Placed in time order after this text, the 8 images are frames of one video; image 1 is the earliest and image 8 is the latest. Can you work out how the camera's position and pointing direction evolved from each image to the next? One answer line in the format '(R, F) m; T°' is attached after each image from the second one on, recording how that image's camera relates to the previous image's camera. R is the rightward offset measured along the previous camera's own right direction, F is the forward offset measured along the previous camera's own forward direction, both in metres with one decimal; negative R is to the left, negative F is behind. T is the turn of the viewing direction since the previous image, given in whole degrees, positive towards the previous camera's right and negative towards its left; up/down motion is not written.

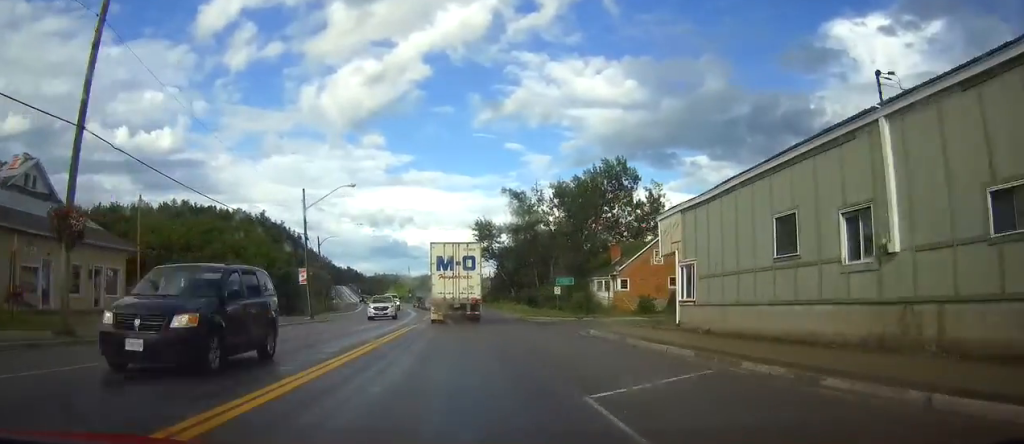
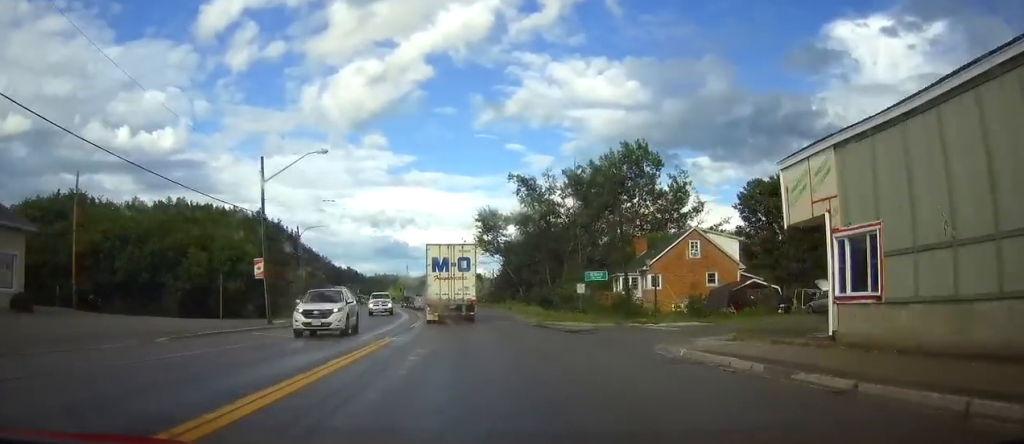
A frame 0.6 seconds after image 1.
(0.0, +10.8) m; 0°
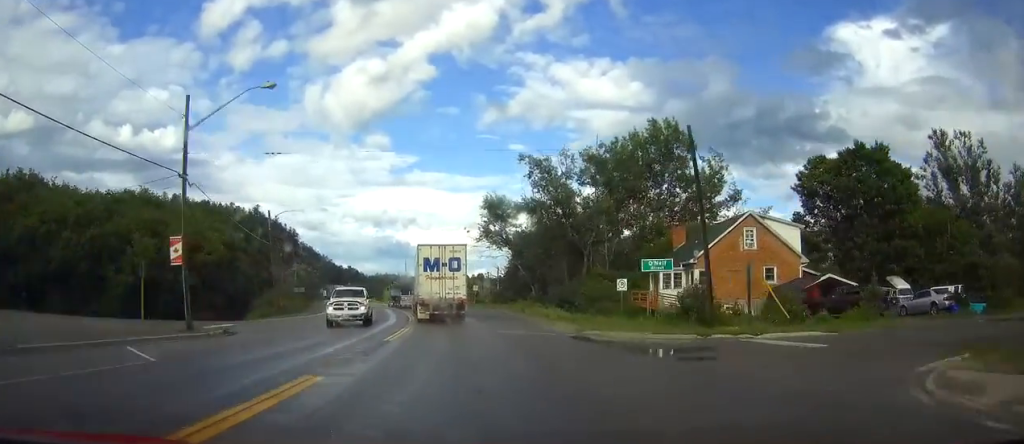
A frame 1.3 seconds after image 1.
(0.0, +11.5) m; 0°
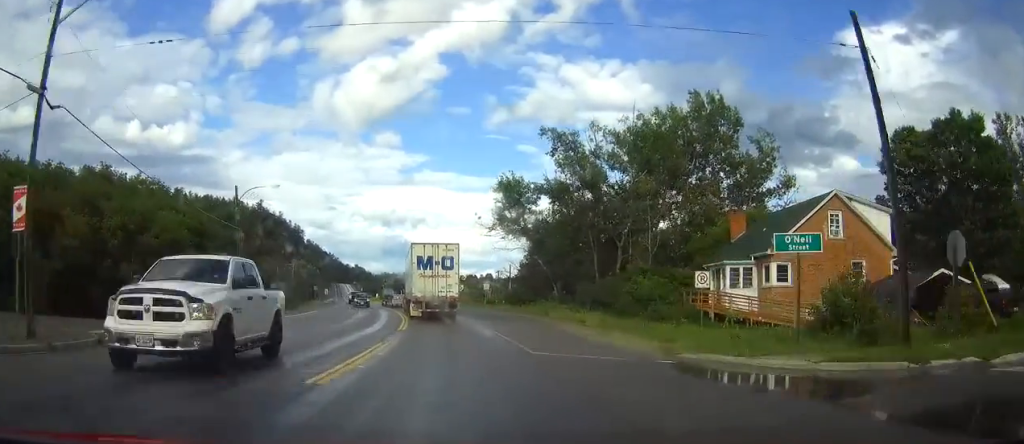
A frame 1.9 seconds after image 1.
(0.0, +11.1) m; 0°
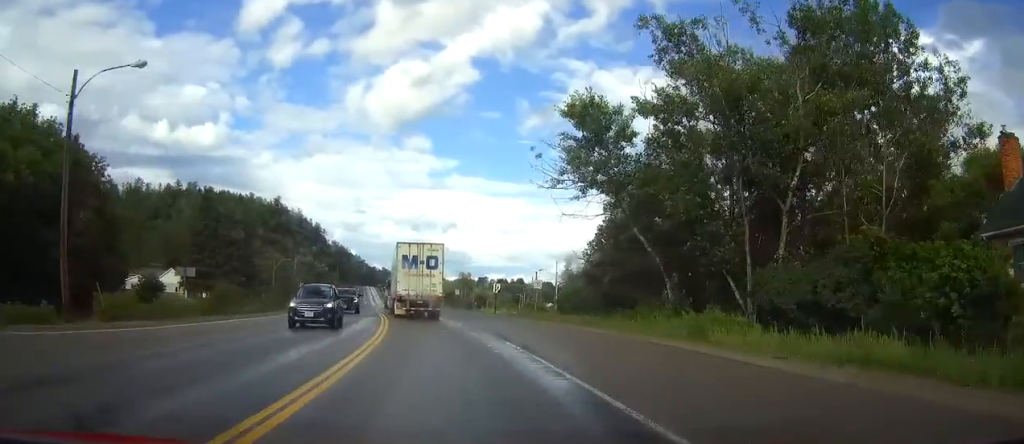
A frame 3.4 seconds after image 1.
(0.0, +25.5) m; 0°
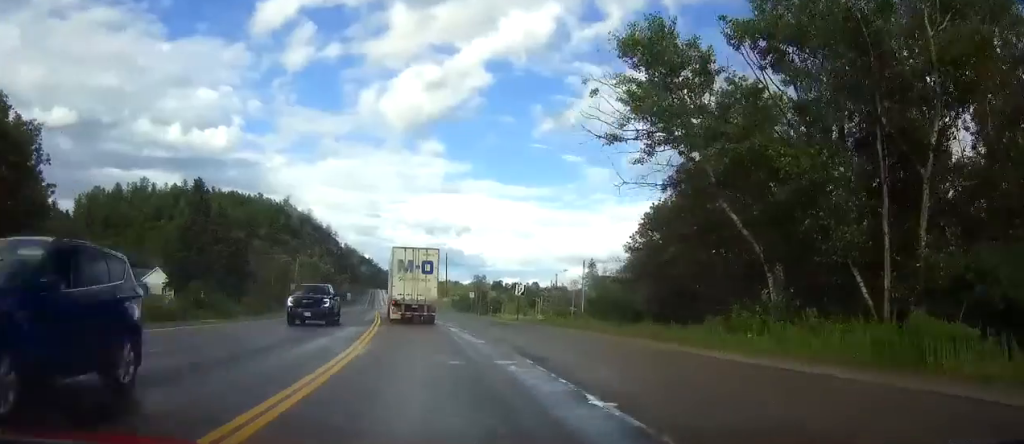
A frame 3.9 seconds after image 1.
(0.0, +10.4) m; 0°
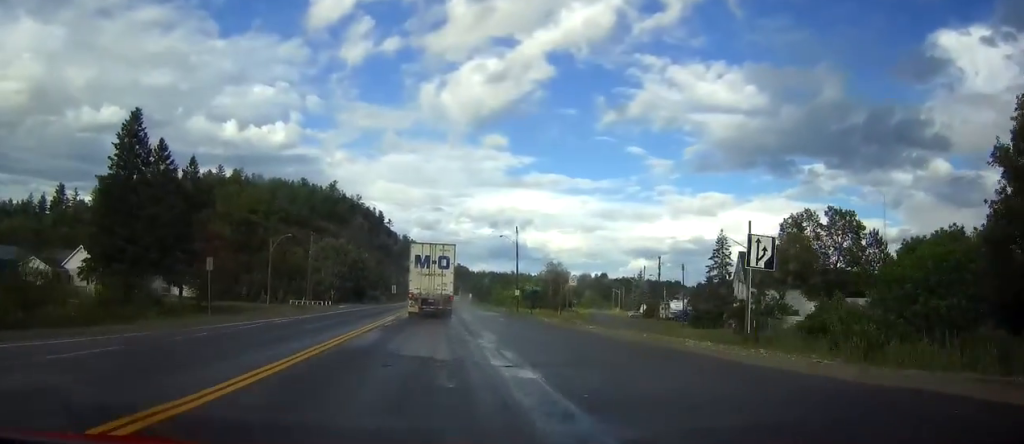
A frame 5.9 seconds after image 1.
(0.0, +36.3) m; 0°
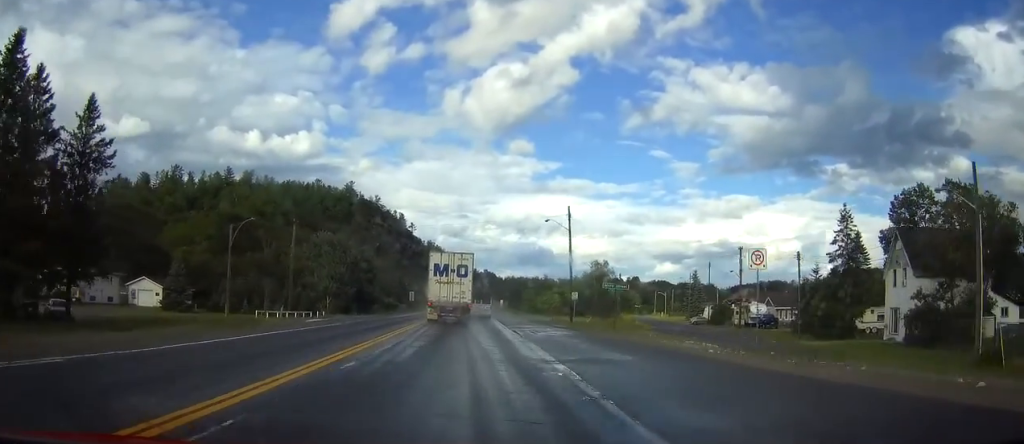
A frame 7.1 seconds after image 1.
(0.0, +24.9) m; 0°
